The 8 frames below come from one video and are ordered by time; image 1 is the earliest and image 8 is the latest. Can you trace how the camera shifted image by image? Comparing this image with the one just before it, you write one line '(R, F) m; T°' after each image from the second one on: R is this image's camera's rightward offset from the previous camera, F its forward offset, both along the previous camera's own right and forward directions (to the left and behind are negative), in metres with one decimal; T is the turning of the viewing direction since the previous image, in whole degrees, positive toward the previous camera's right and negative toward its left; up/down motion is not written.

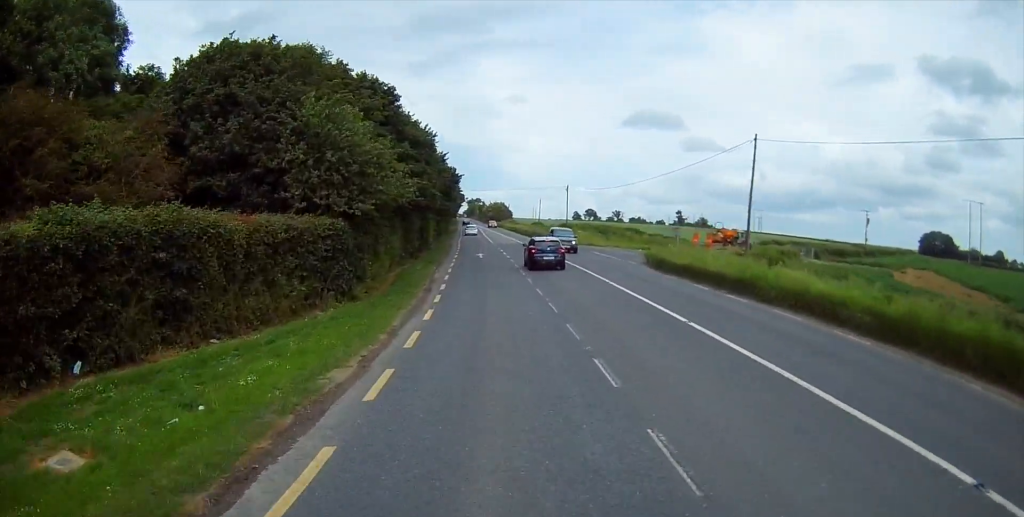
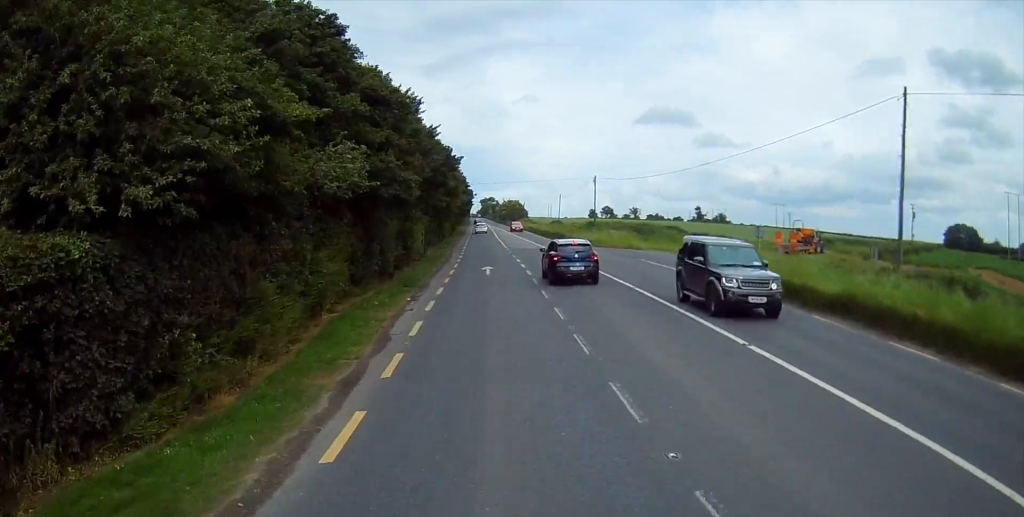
(-0.4, +14.2) m; -1°
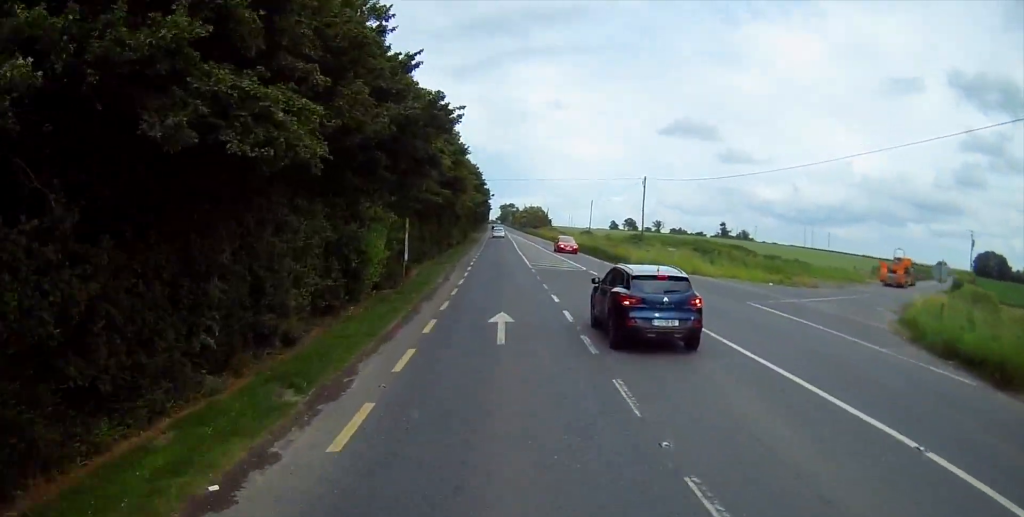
(-0.2, +15.5) m; -1°
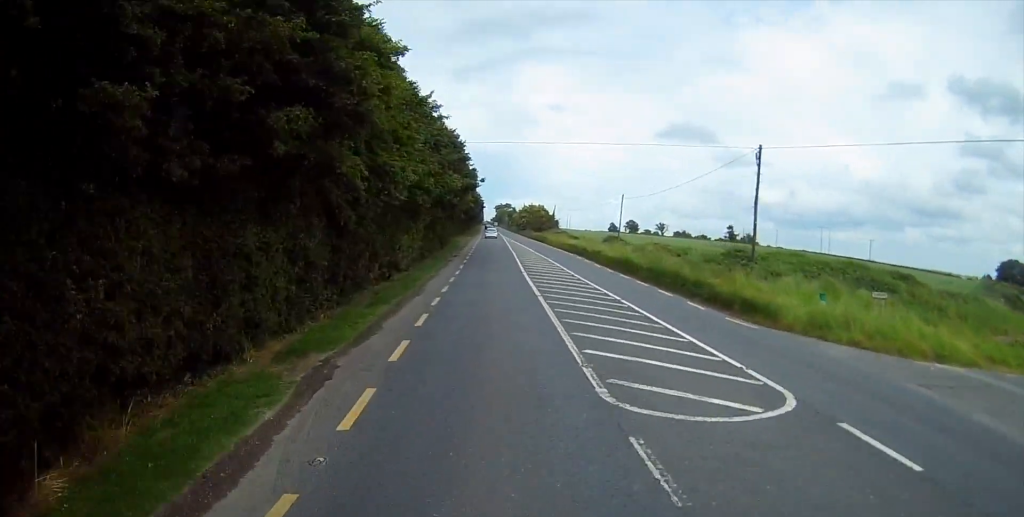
(-0.3, +26.7) m; -2°
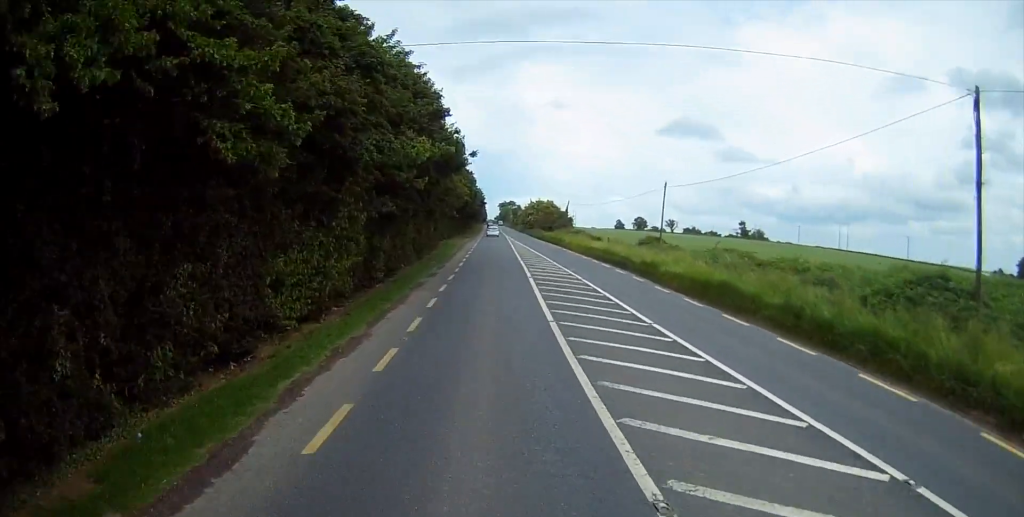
(-0.2, +17.0) m; +1°
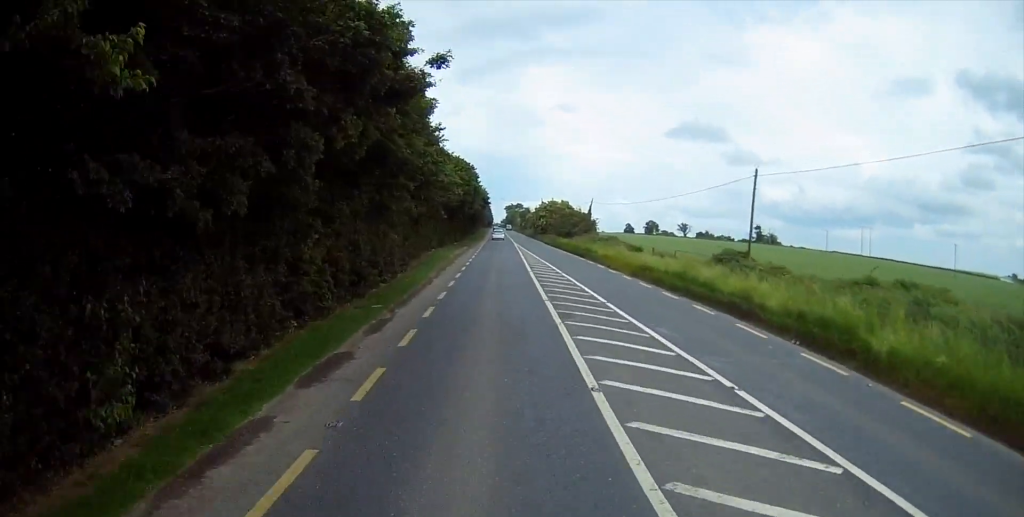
(+0.3, +18.2) m; 0°
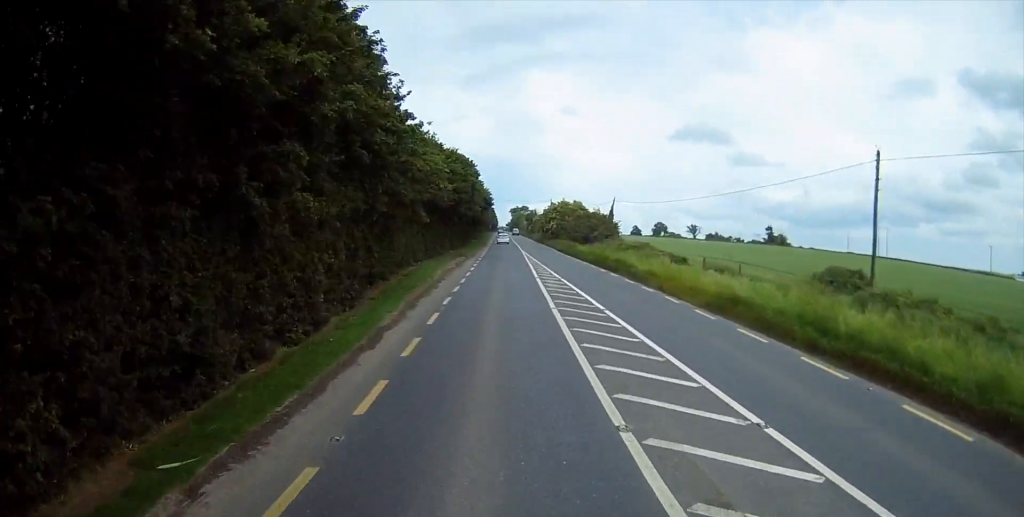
(-0.1, +12.3) m; -1°
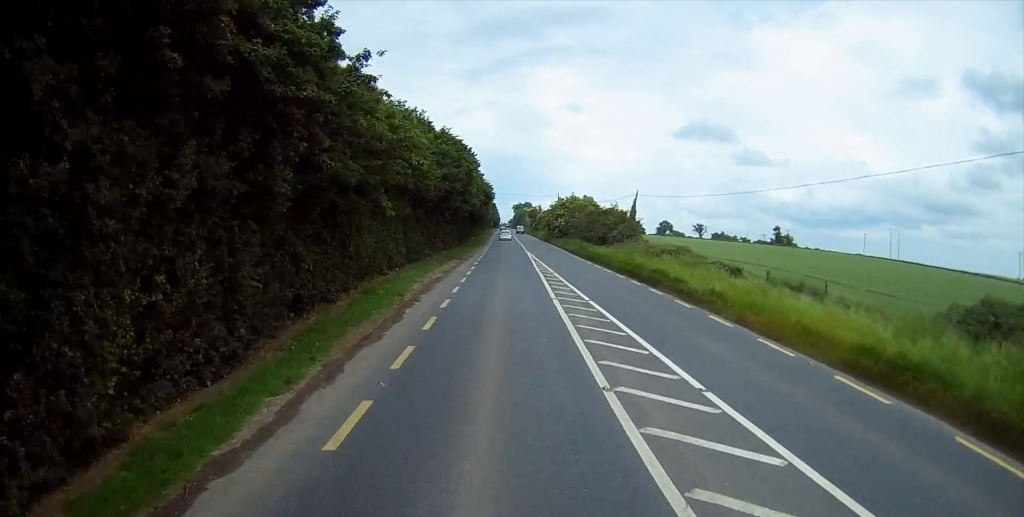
(-0.3, +9.6) m; -1°
